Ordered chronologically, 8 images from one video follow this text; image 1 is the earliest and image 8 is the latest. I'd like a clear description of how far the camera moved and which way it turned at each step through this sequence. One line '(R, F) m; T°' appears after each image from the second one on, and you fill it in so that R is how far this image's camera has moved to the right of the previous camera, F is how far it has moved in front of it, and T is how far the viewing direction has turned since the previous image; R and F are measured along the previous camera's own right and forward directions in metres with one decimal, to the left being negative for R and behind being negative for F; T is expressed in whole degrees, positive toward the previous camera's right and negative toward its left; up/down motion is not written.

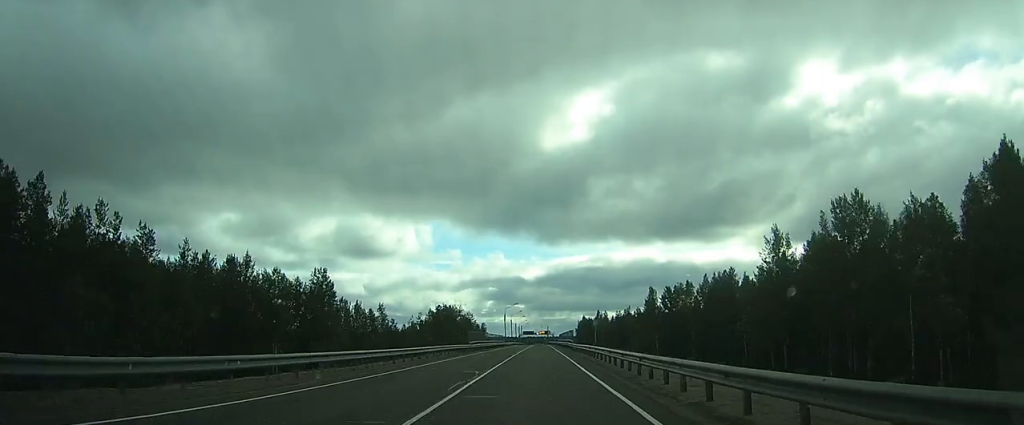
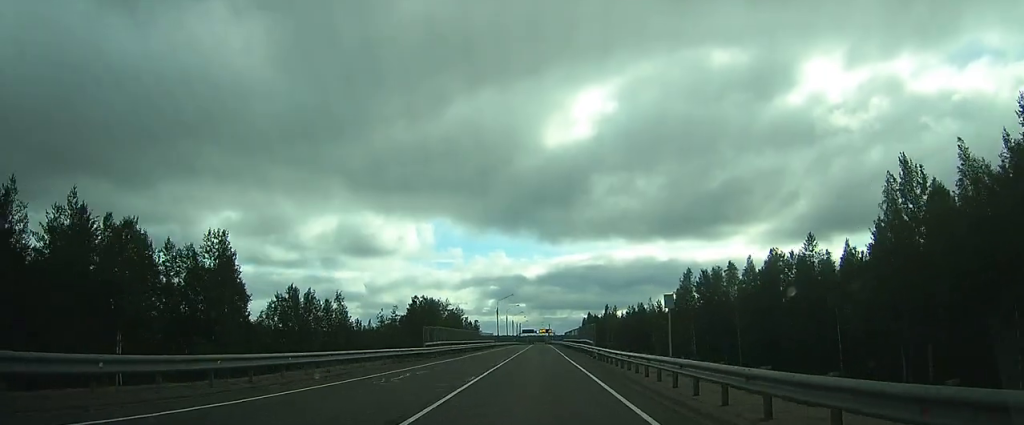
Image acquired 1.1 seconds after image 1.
(0.0, +23.0) m; 0°
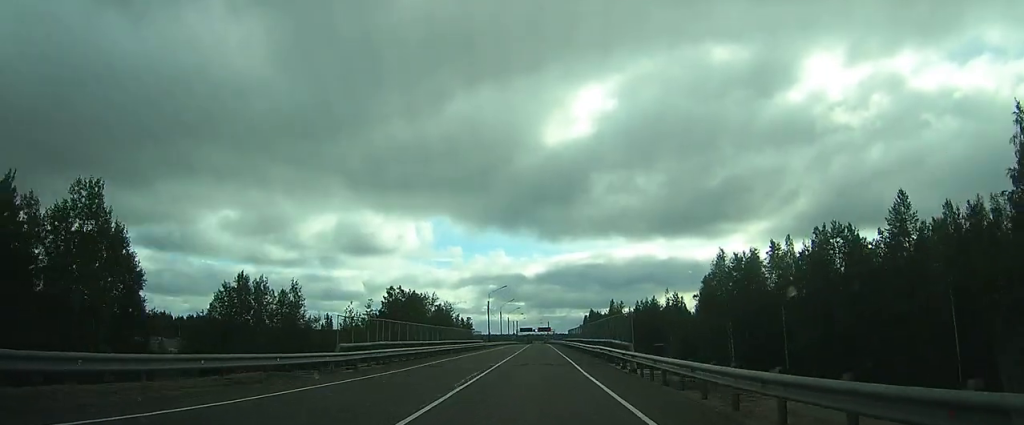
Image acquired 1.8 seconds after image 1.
(0.0, +14.9) m; 0°
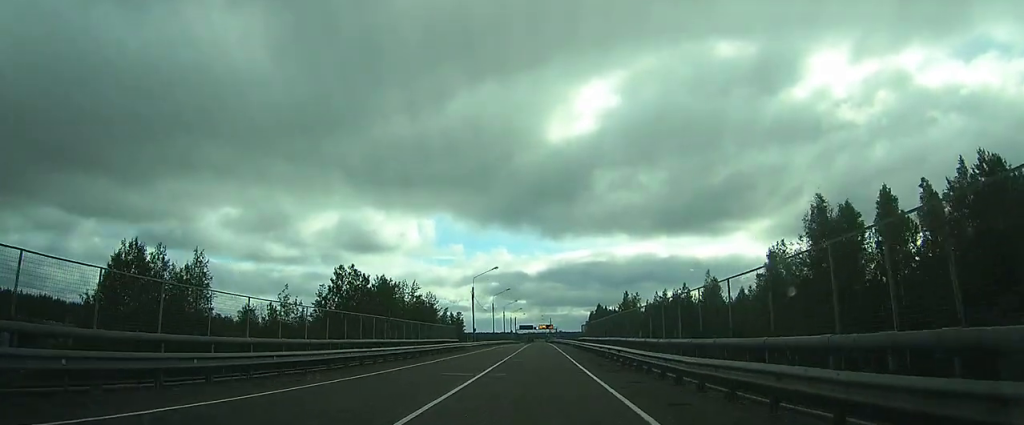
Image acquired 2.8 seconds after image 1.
(0.0, +21.2) m; 0°
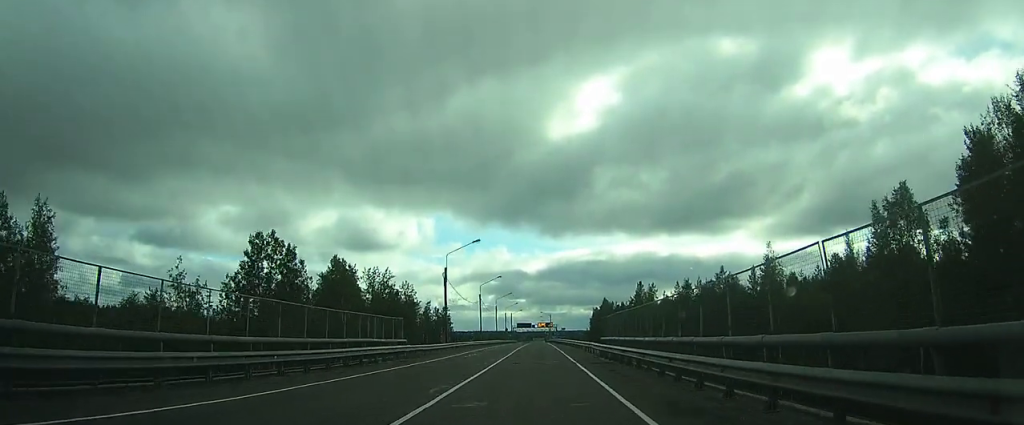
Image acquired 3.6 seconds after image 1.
(0.0, +18.3) m; 0°
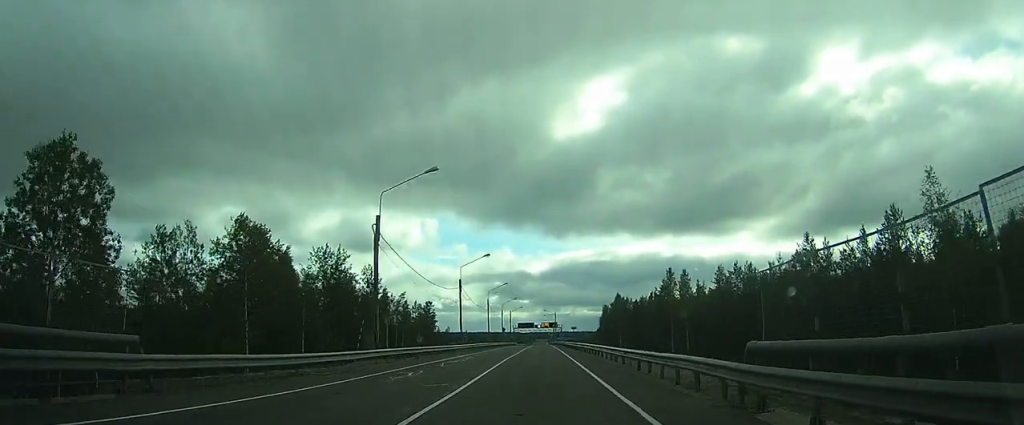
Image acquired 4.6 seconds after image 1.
(0.0, +21.2) m; 0°
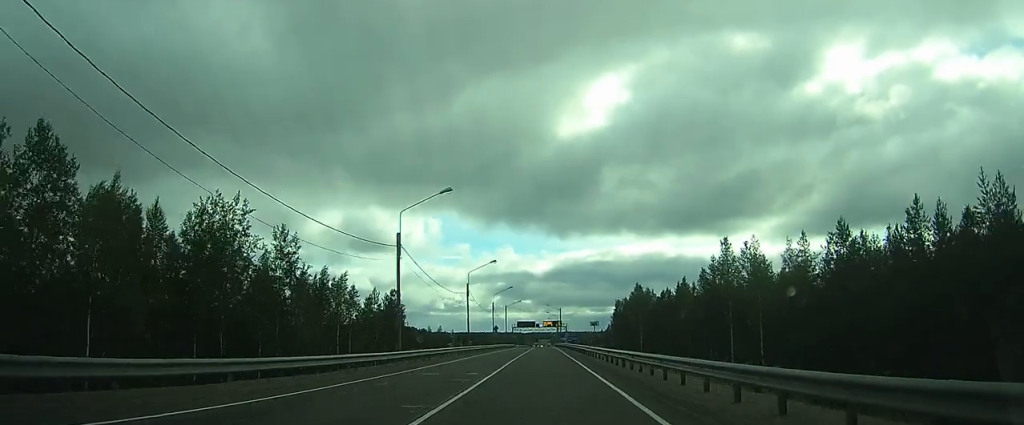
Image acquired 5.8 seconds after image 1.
(0.0, +25.1) m; 0°
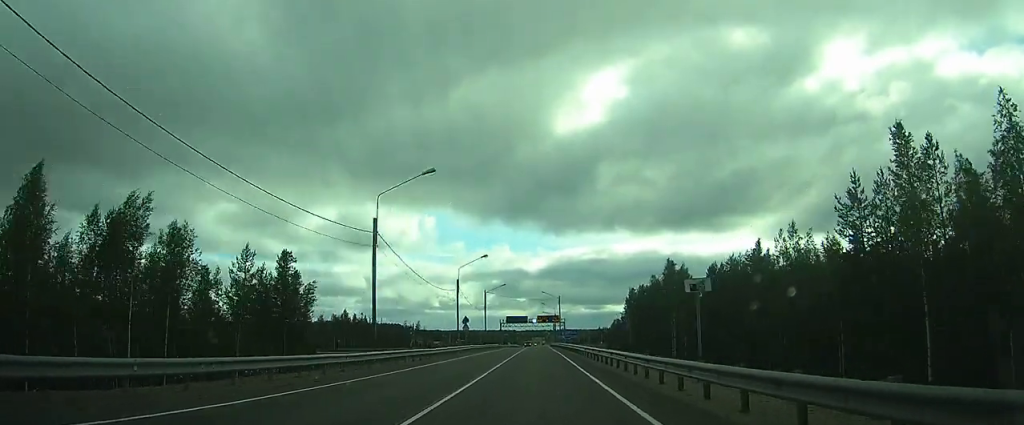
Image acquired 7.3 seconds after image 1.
(0.0, +32.1) m; 0°
